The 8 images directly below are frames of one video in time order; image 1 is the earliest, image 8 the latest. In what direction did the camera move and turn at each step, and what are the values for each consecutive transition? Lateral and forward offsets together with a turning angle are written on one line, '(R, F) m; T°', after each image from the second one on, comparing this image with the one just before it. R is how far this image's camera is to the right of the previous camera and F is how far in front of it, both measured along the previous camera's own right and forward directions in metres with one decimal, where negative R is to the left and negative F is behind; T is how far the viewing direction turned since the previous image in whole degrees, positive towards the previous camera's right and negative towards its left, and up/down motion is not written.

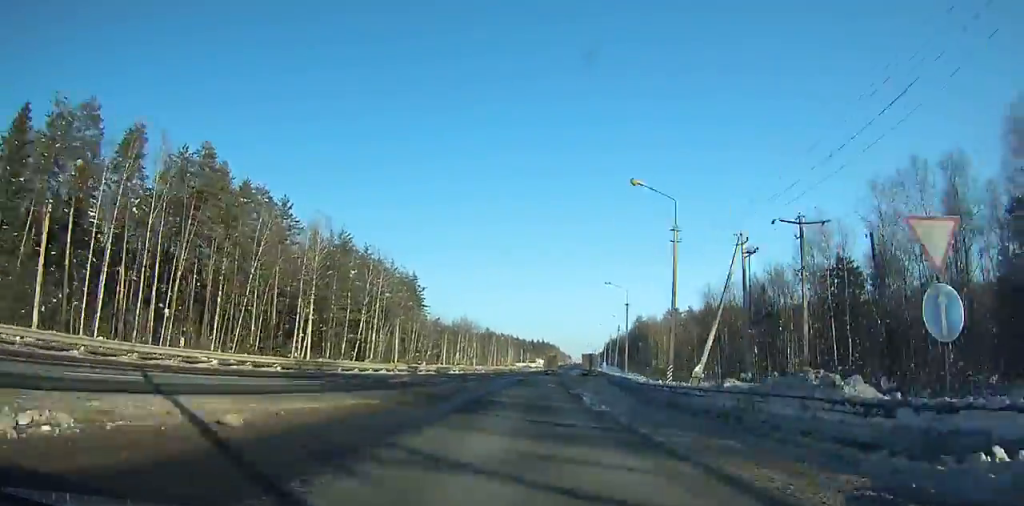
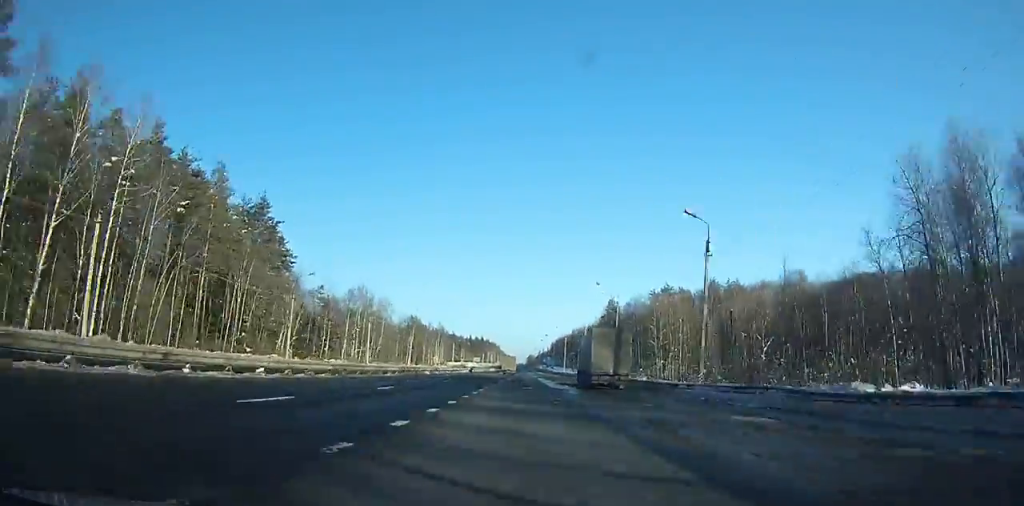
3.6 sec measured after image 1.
(+3.8, +67.0) m; +4°
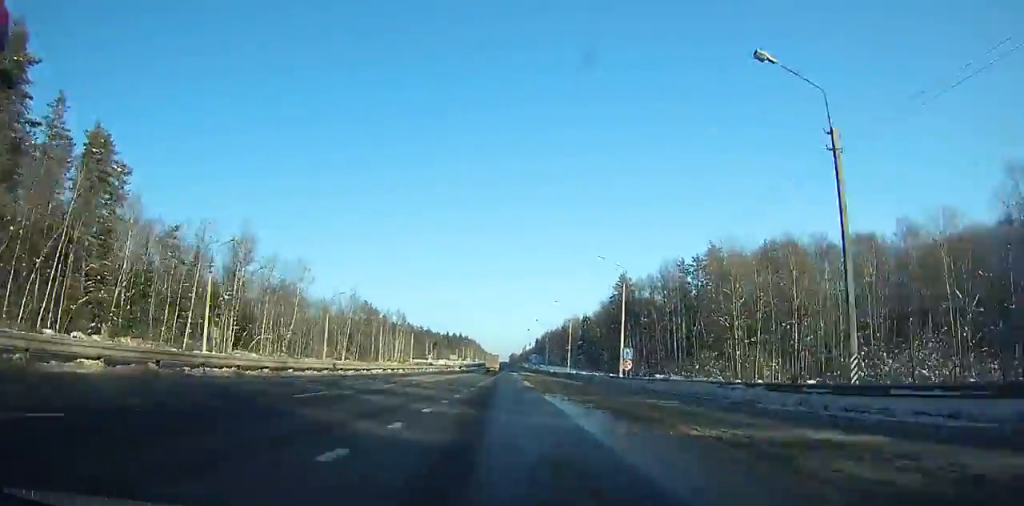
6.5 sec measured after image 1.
(+0.3, +52.8) m; +1°
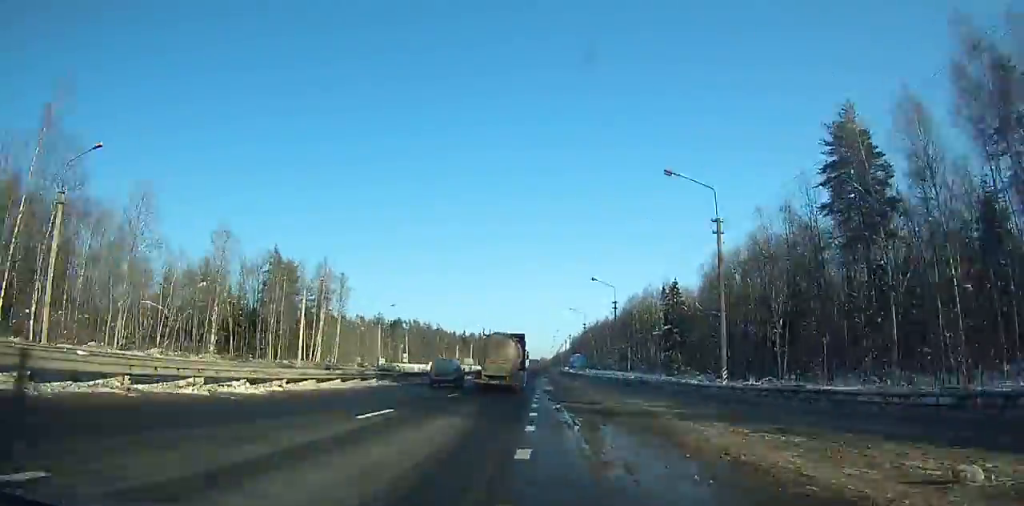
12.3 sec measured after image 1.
(-0.5, +108.9) m; 0°
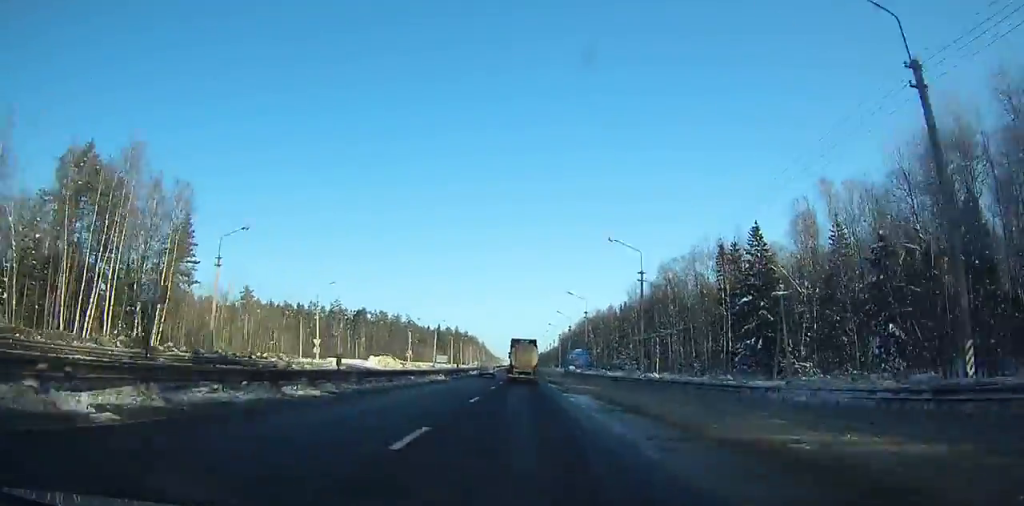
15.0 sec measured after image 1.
(+0.7, +56.8) m; +1°
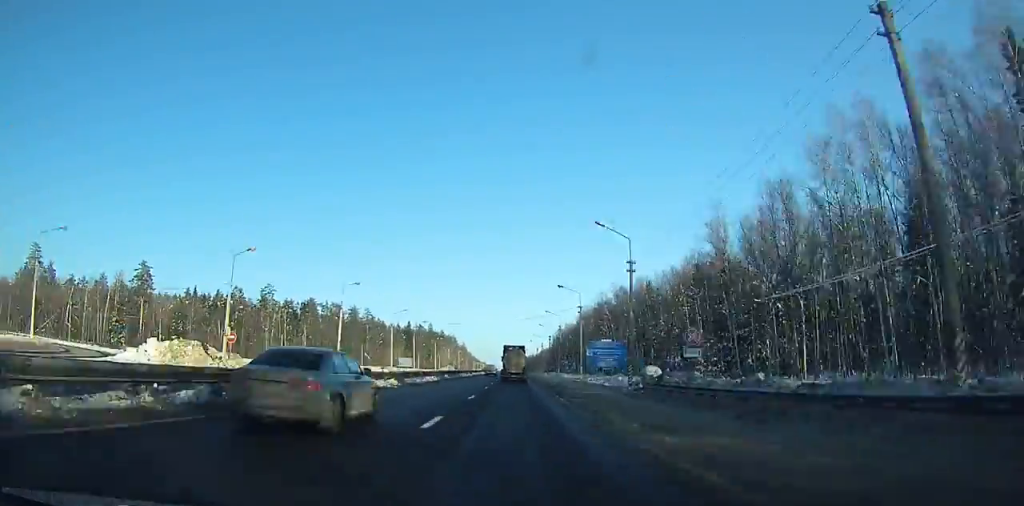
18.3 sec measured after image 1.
(+0.9, +74.5) m; +1°
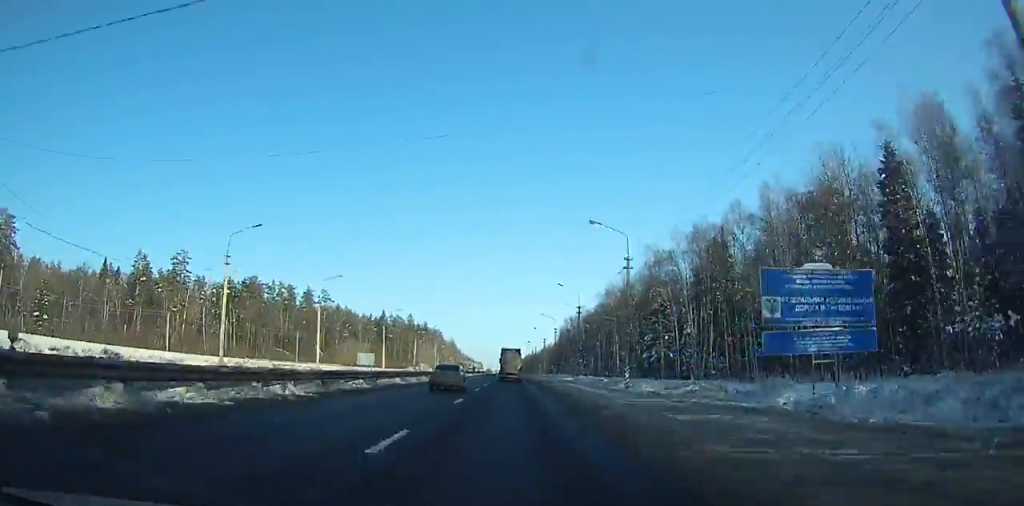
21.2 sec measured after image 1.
(+0.3, +66.0) m; 0°
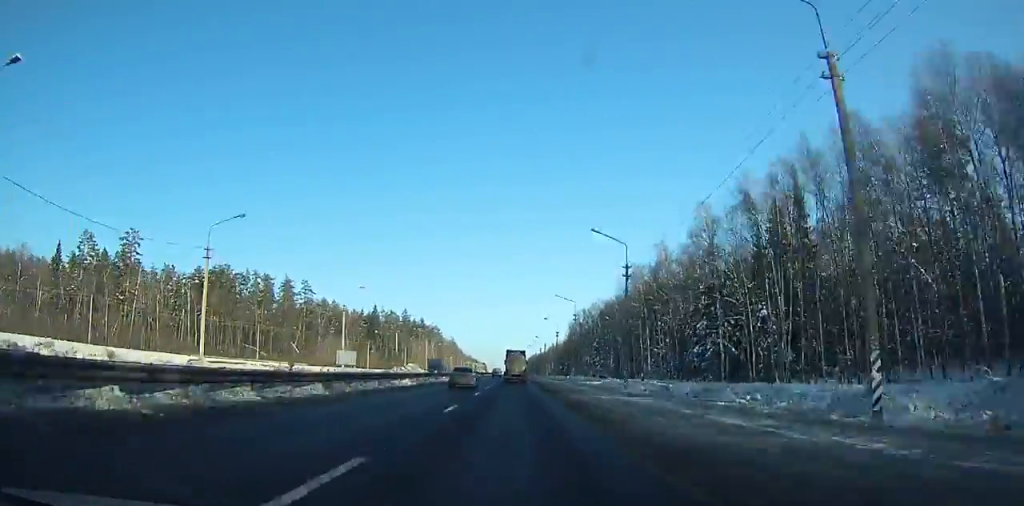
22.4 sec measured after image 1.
(0.0, +27.1) m; 0°
